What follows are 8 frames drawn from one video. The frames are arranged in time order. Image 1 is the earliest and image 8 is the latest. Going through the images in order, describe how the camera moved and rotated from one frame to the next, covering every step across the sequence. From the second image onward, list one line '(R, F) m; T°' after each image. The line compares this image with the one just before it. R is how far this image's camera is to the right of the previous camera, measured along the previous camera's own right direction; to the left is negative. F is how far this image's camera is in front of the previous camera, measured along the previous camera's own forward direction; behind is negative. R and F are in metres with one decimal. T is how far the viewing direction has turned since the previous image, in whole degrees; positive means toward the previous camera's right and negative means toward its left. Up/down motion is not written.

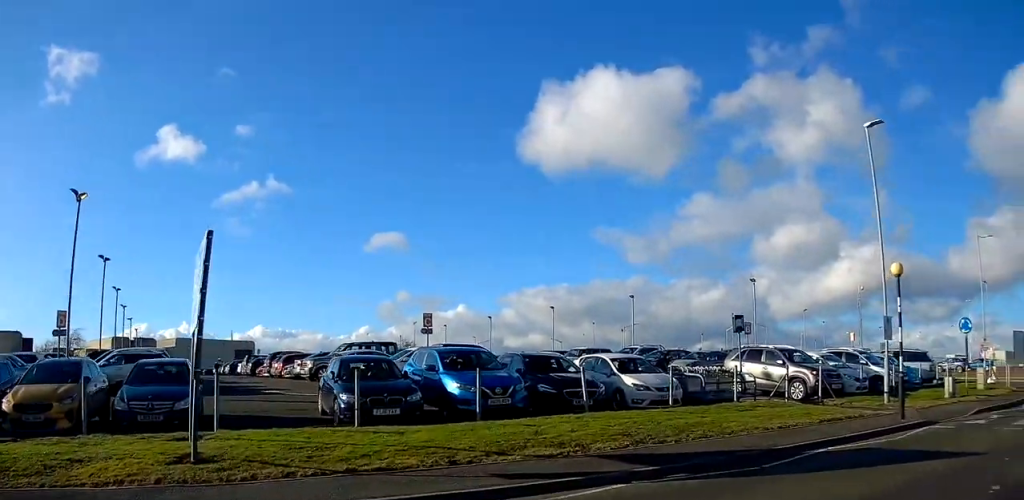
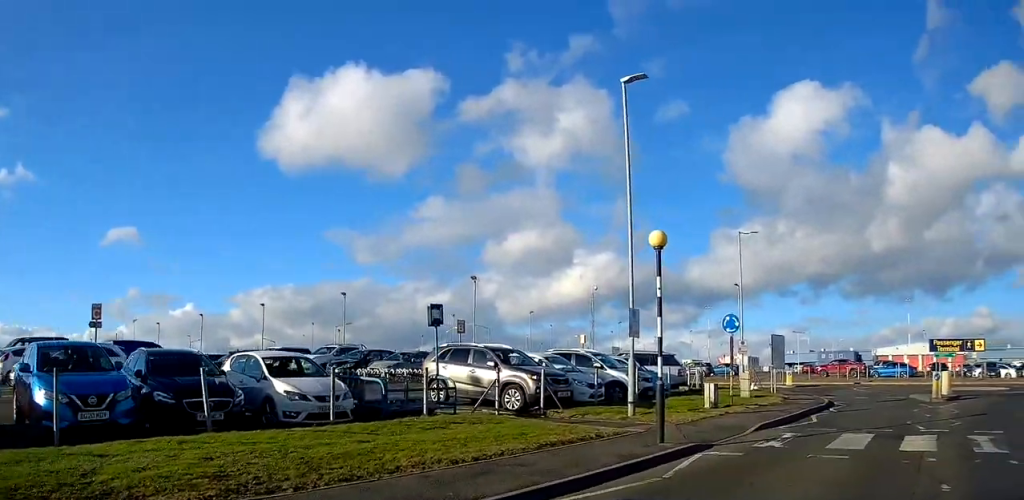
(+0.6, +4.5) m; +18°
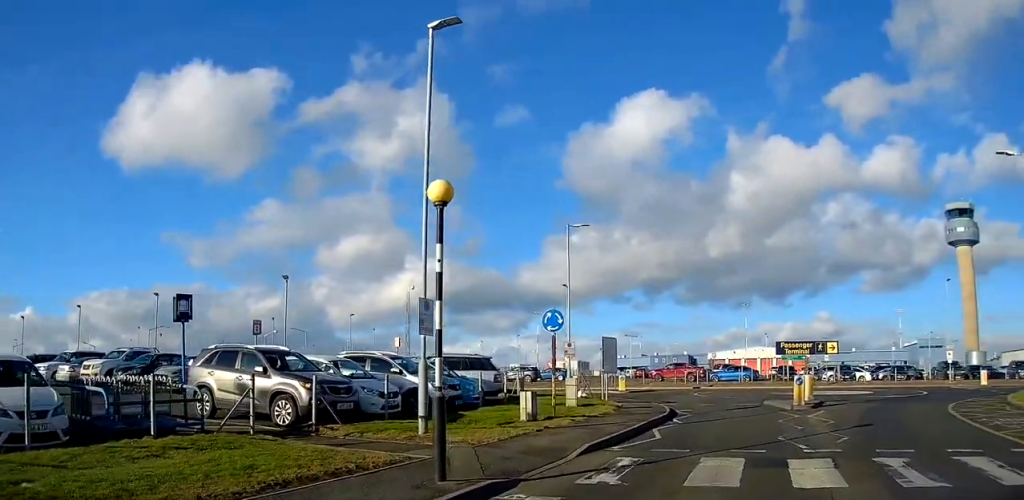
(+0.3, +3.3) m; +14°
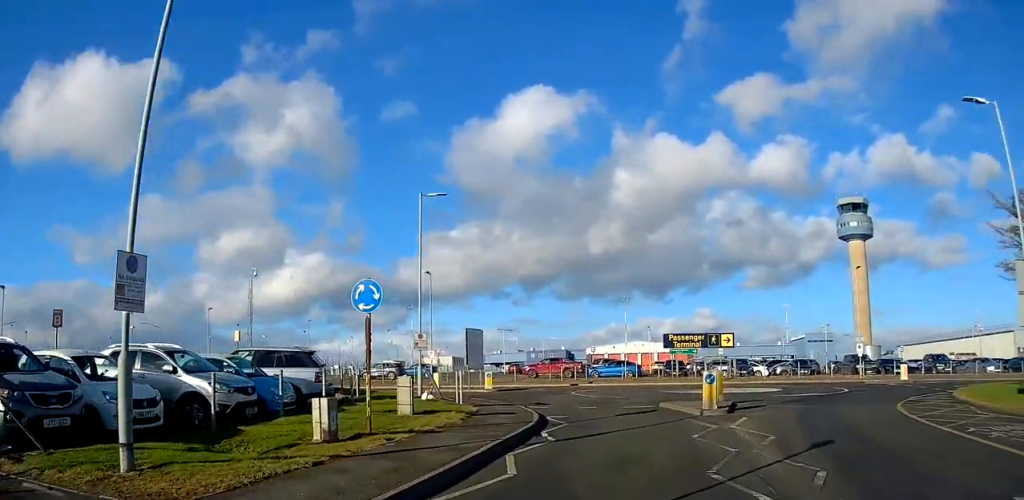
(+0.8, +4.6) m; +13°
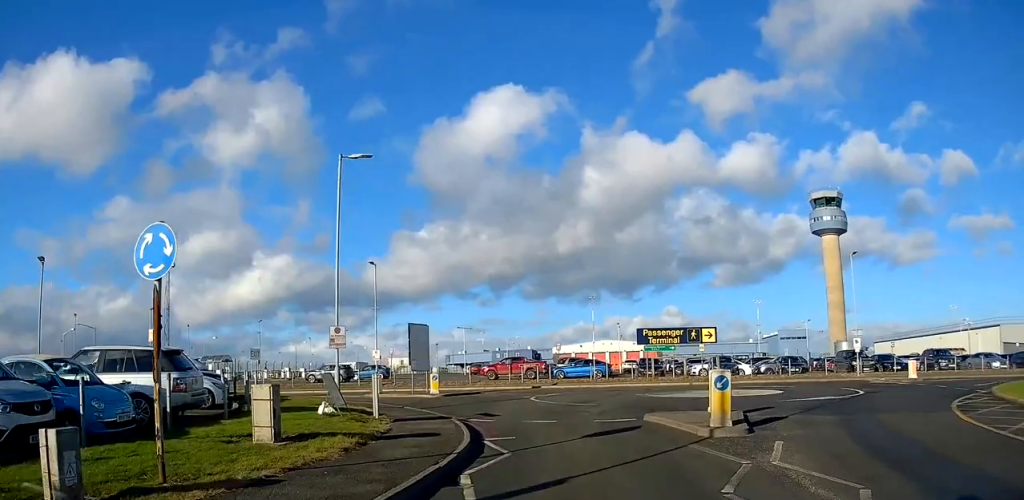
(+0.4, +4.8) m; +6°
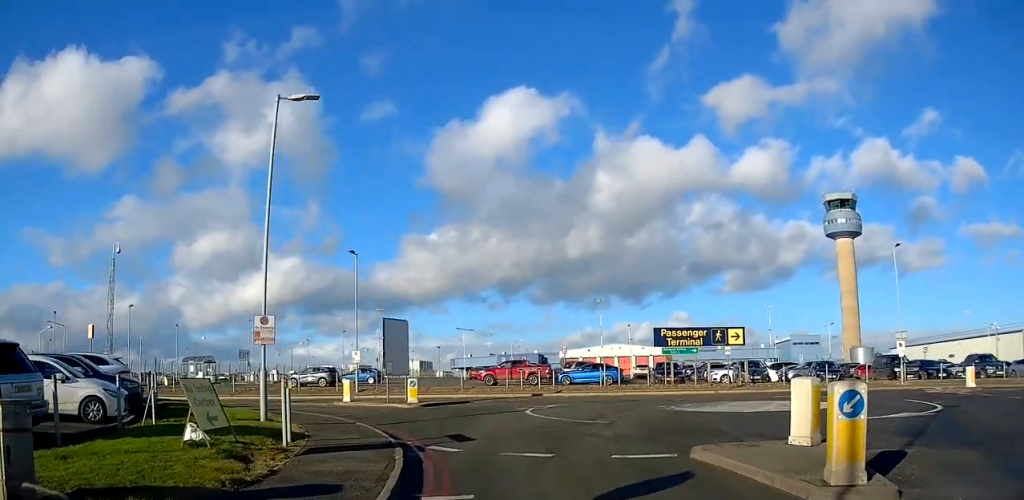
(+0.2, +4.7) m; +3°
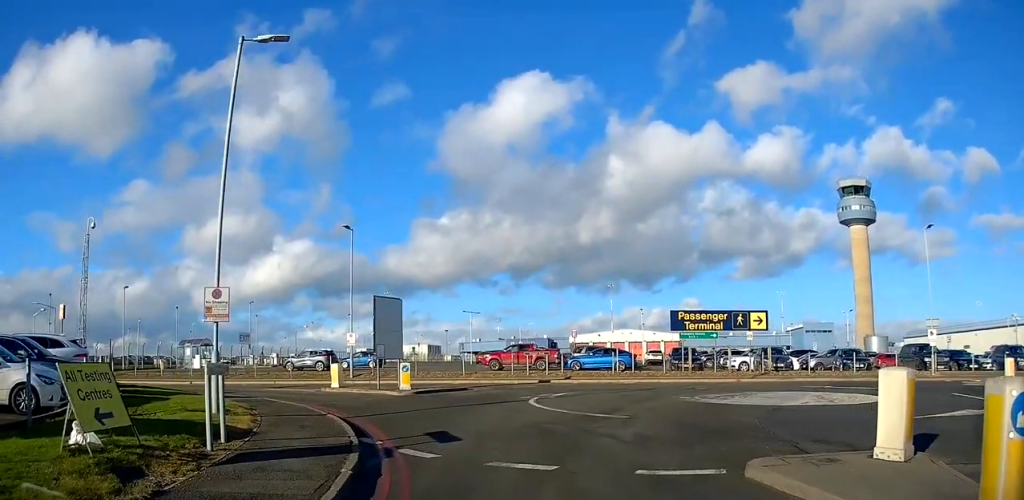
(0.0, +2.2) m; 0°
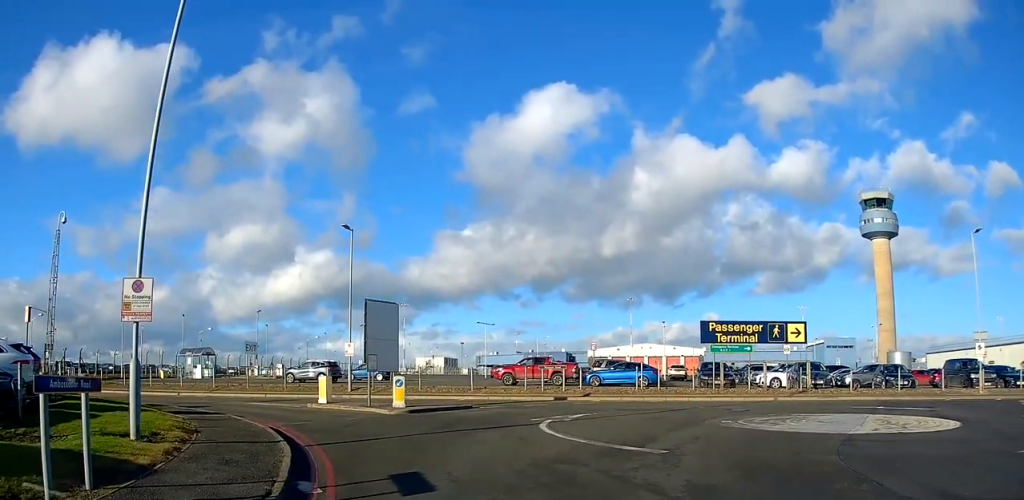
(-0.2, +4.7) m; -7°
